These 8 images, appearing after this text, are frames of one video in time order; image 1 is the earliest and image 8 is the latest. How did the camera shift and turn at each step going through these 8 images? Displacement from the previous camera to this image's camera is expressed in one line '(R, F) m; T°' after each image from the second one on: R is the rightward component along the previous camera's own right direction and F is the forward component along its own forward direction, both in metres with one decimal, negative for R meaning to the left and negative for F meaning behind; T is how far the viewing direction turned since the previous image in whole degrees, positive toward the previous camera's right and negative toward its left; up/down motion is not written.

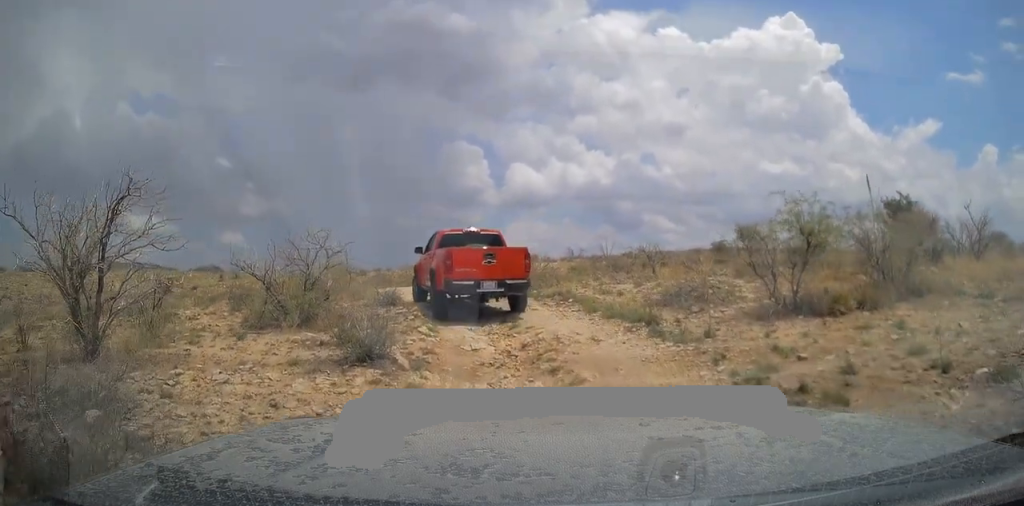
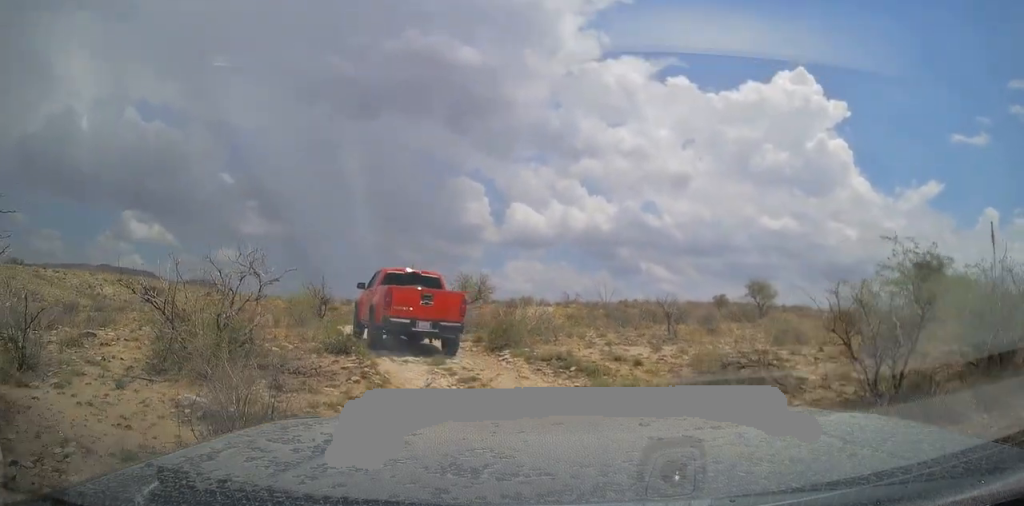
(-0.1, +3.6) m; -13°
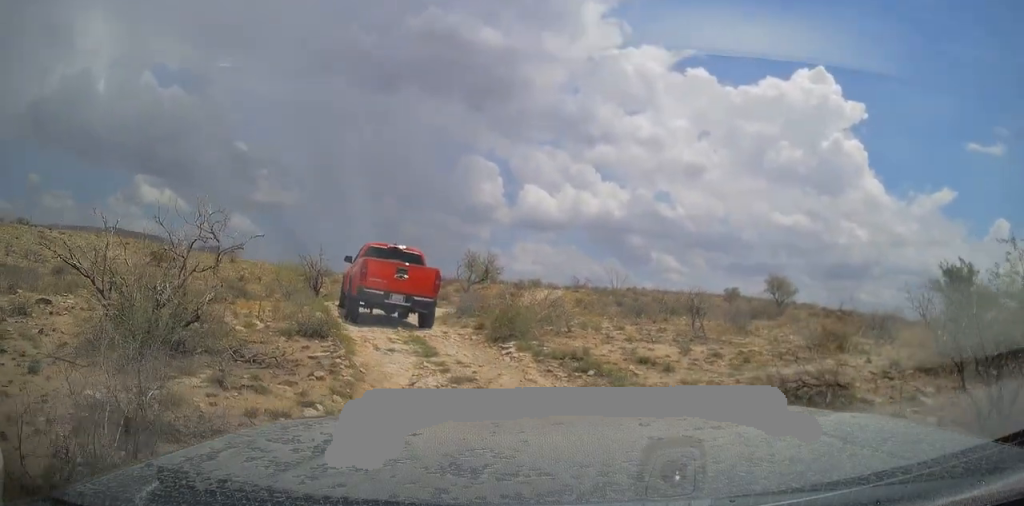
(-0.4, +1.7) m; 0°
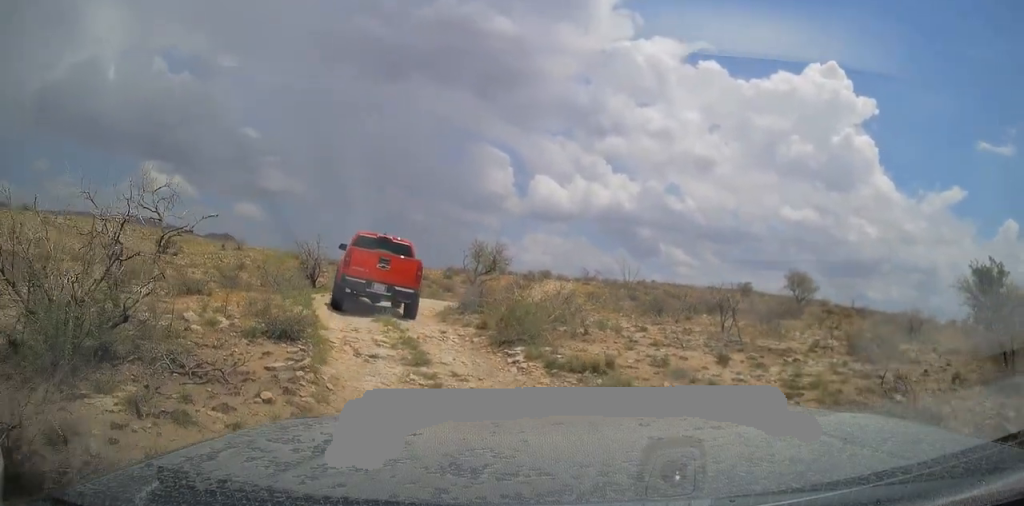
(+0.4, +1.8) m; +9°
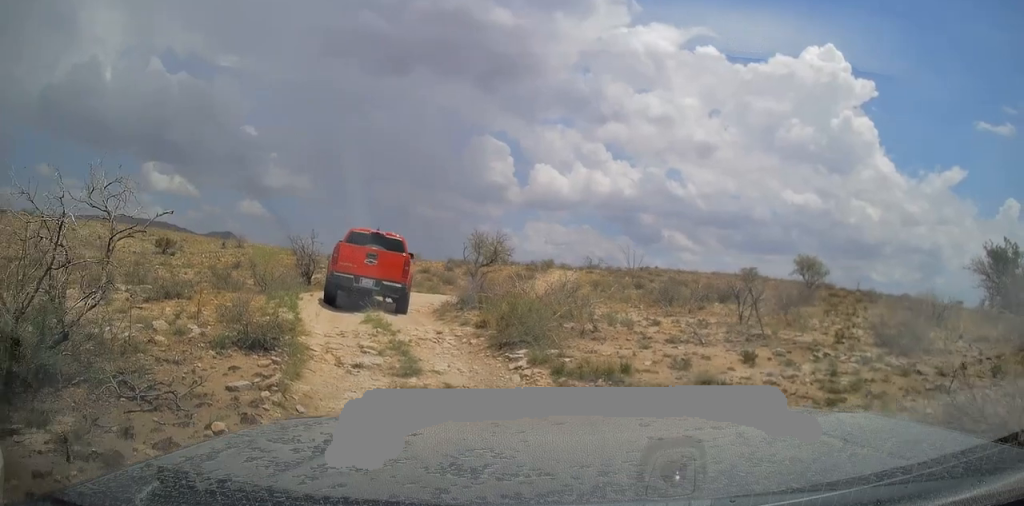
(0.0, +1.1) m; +2°
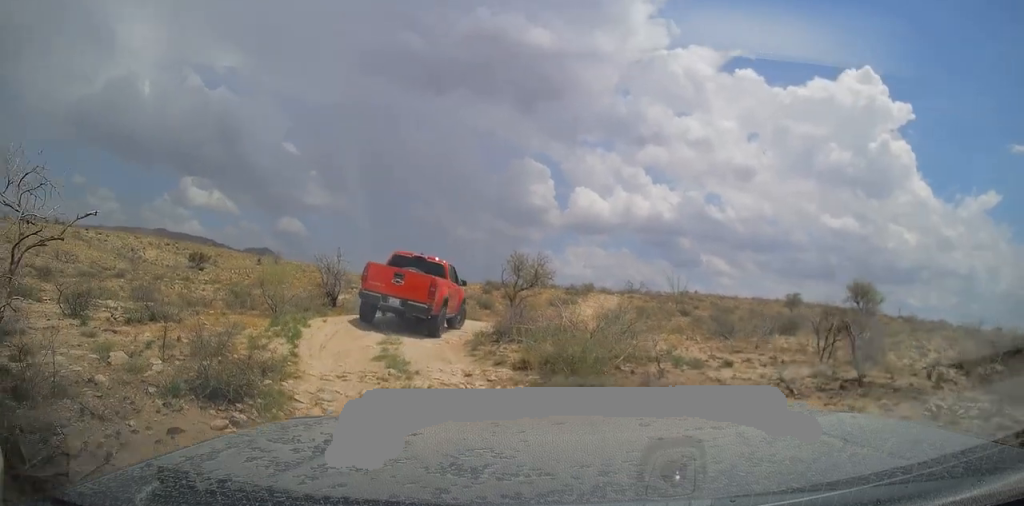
(0.0, +2.1) m; -3°
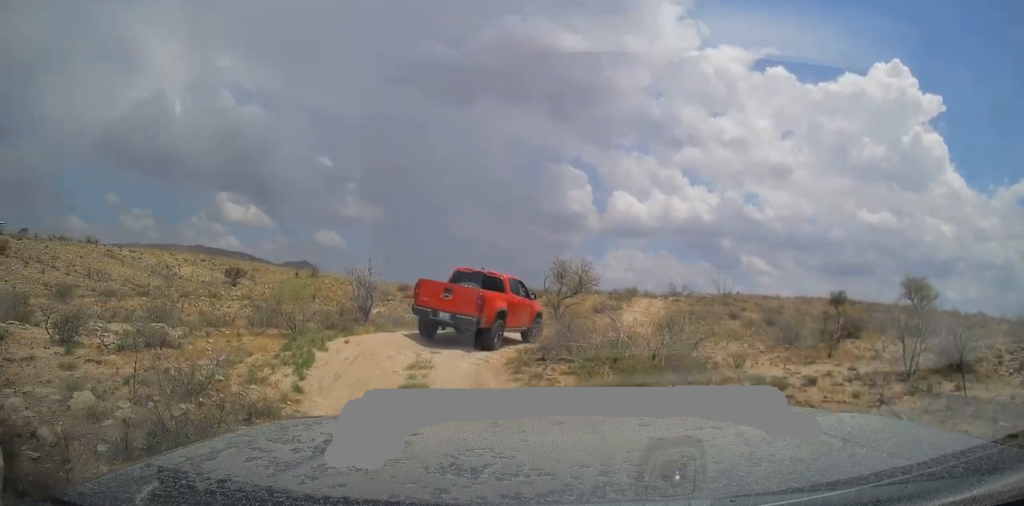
(-0.1, +1.7) m; -9°
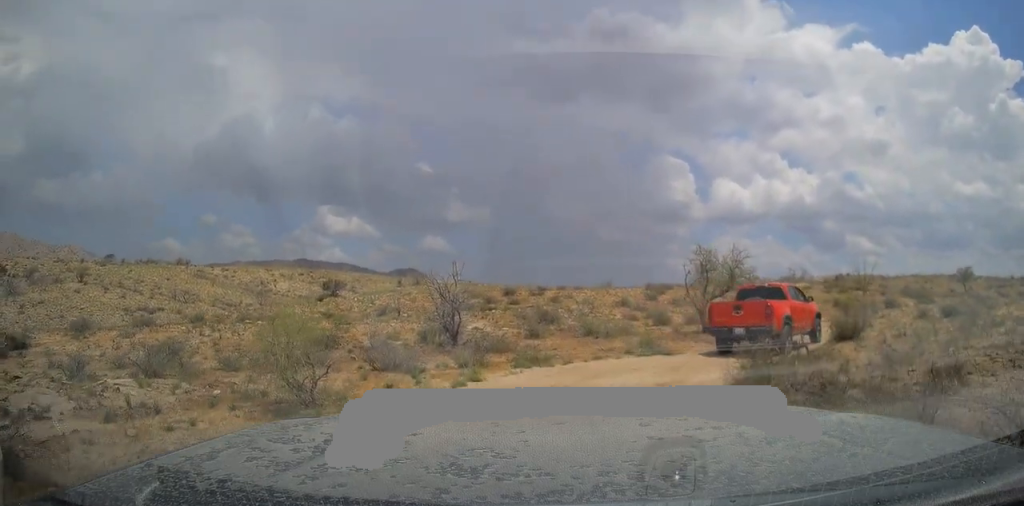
(-0.6, +7.1) m; -6°
